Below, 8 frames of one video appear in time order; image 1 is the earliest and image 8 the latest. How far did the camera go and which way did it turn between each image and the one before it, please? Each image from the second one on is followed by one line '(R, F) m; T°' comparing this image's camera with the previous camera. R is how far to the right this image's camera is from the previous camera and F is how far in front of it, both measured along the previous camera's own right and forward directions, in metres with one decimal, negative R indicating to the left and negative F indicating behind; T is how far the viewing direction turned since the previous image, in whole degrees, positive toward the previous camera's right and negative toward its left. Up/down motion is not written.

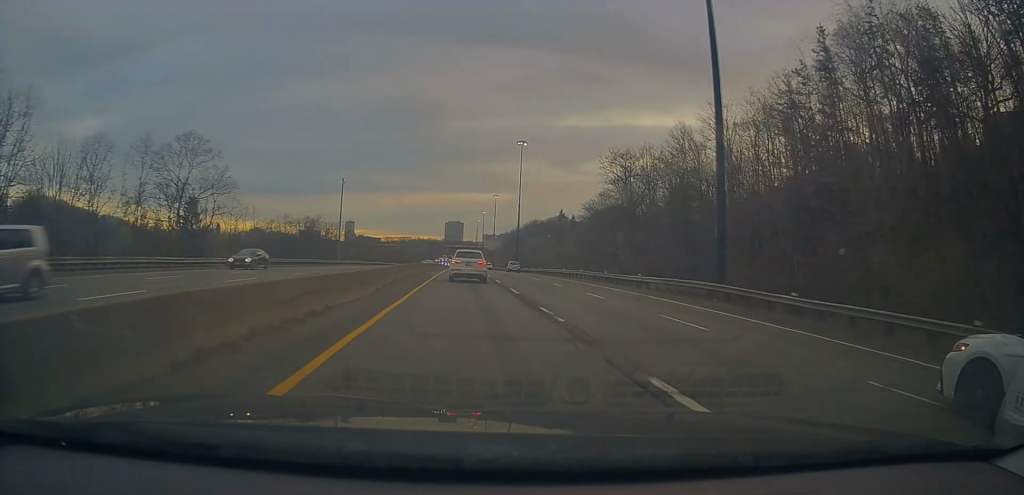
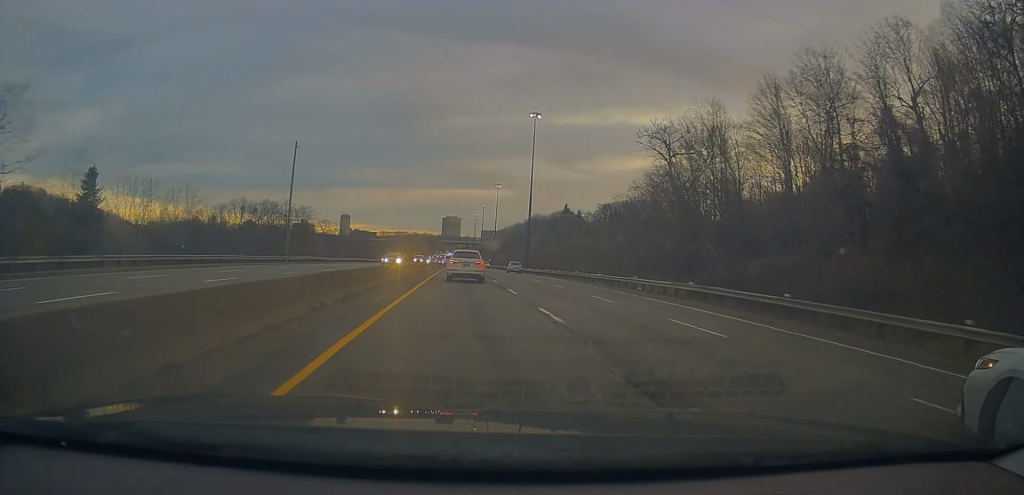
(0.0, +28.5) m; 0°
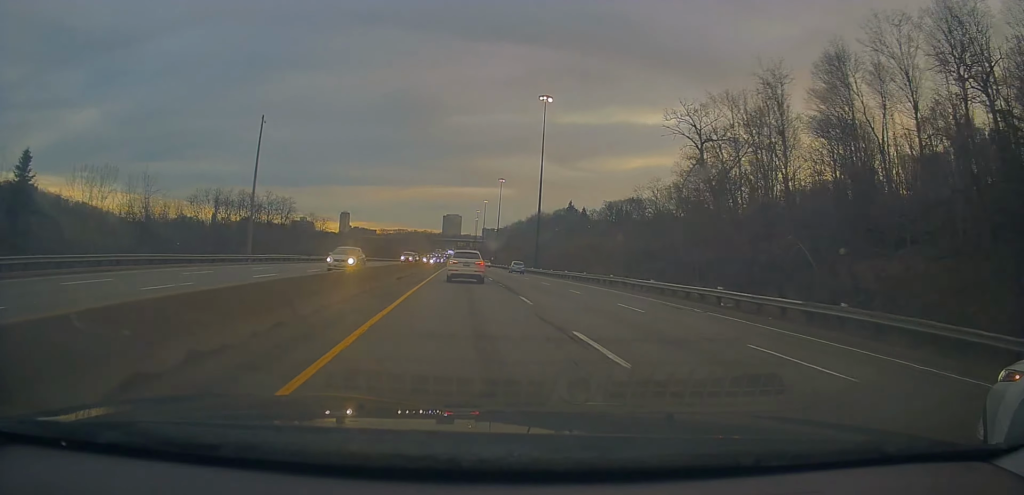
(0.0, +13.2) m; 0°
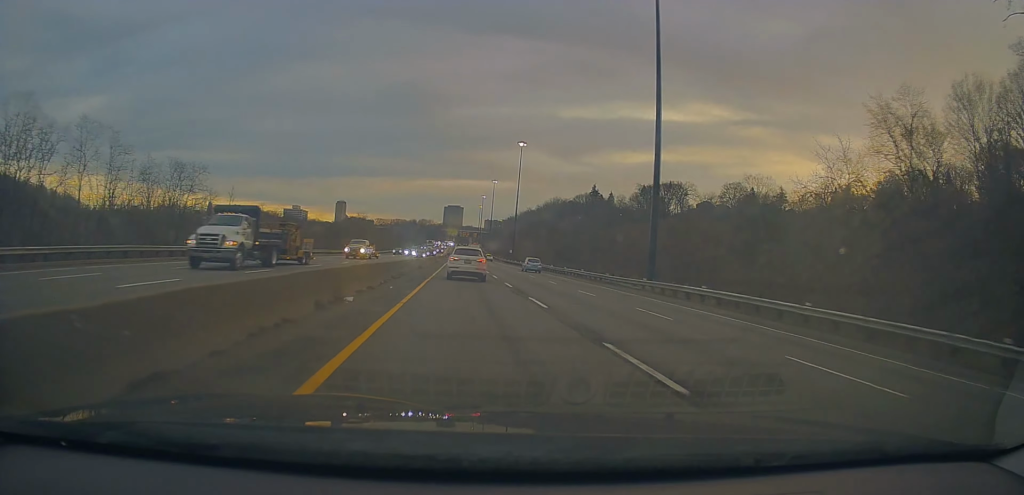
(+1.2, +64.2) m; +1°
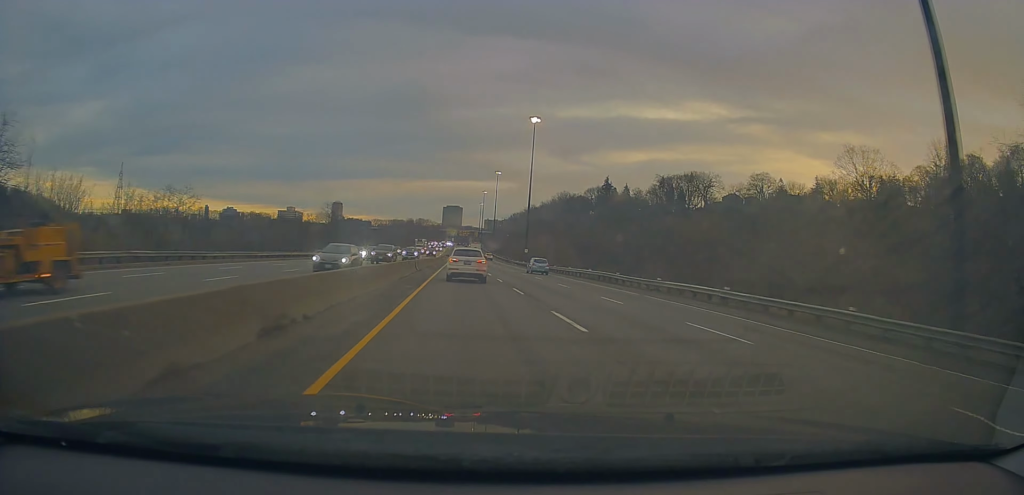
(-0.3, +31.2) m; 0°
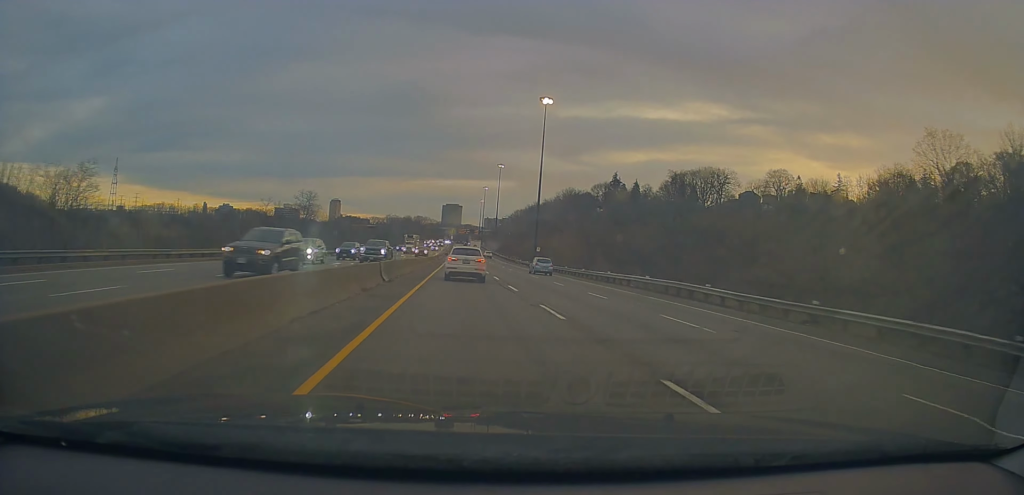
(+0.1, +16.8) m; 0°
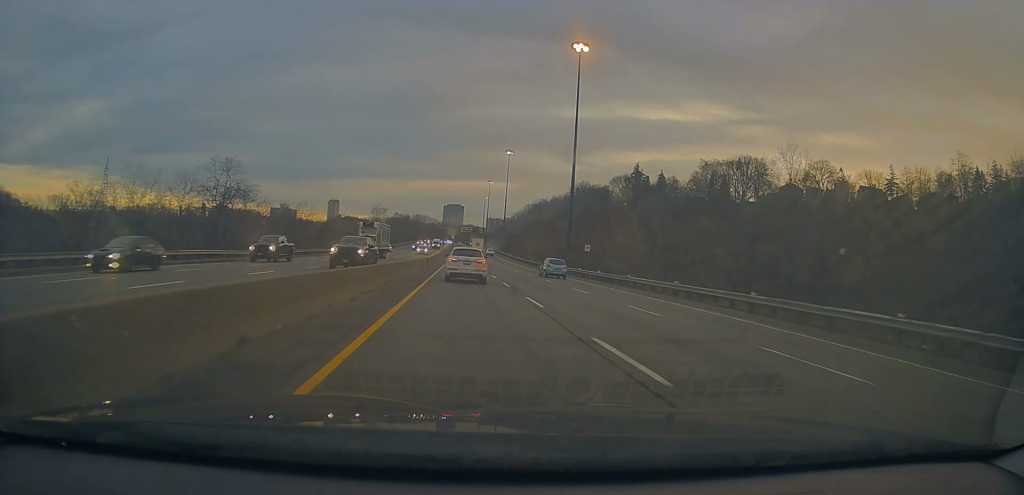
(-0.1, +33.5) m; -1°
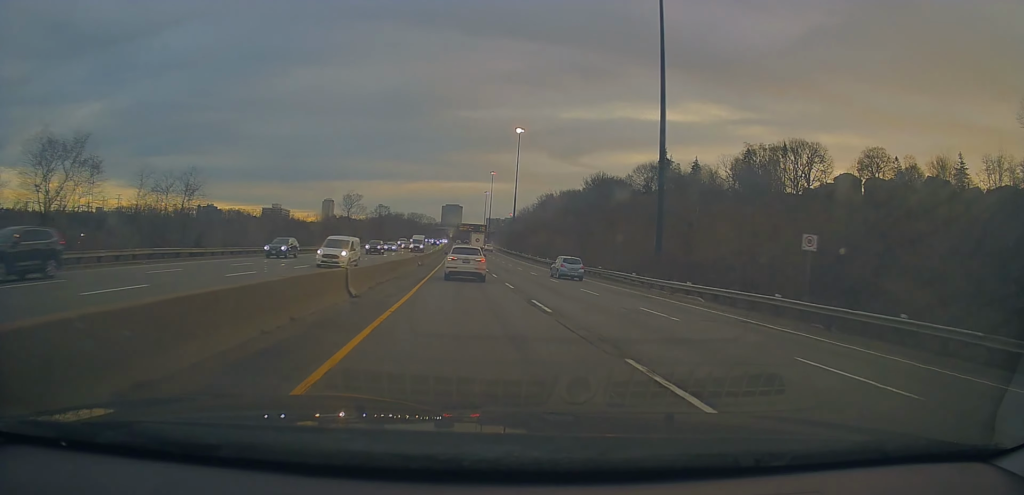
(-0.3, +38.6) m; 0°
